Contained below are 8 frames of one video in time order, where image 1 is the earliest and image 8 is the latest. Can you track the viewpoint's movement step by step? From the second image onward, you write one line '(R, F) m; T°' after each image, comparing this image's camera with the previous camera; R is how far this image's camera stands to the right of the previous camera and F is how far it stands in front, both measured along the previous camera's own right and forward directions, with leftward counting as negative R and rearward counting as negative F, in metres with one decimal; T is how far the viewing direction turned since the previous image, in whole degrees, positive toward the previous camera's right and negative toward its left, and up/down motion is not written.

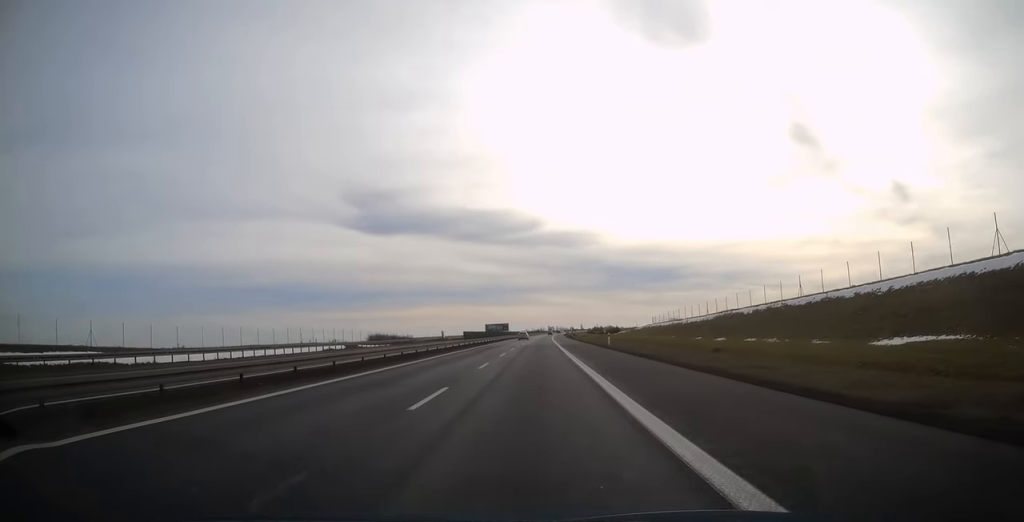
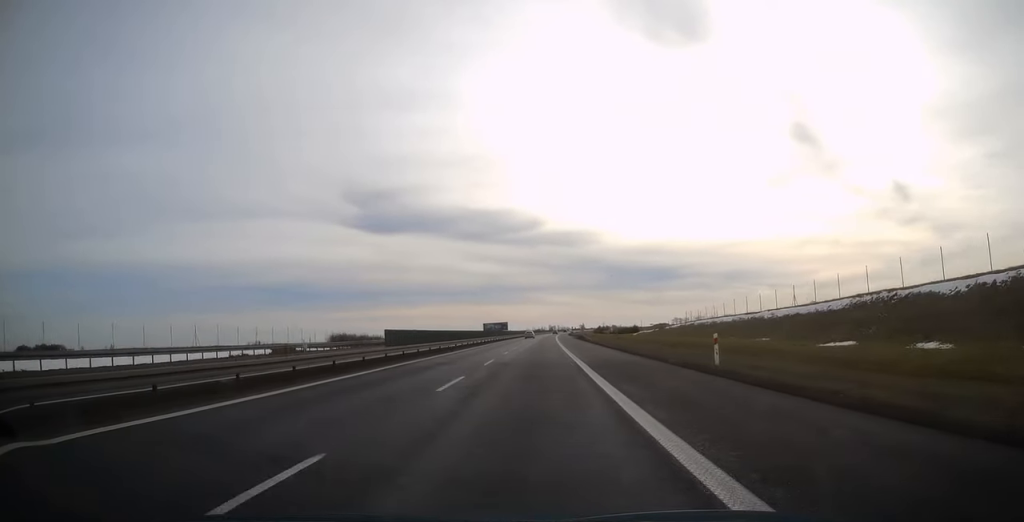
(+0.1, +32.1) m; 0°
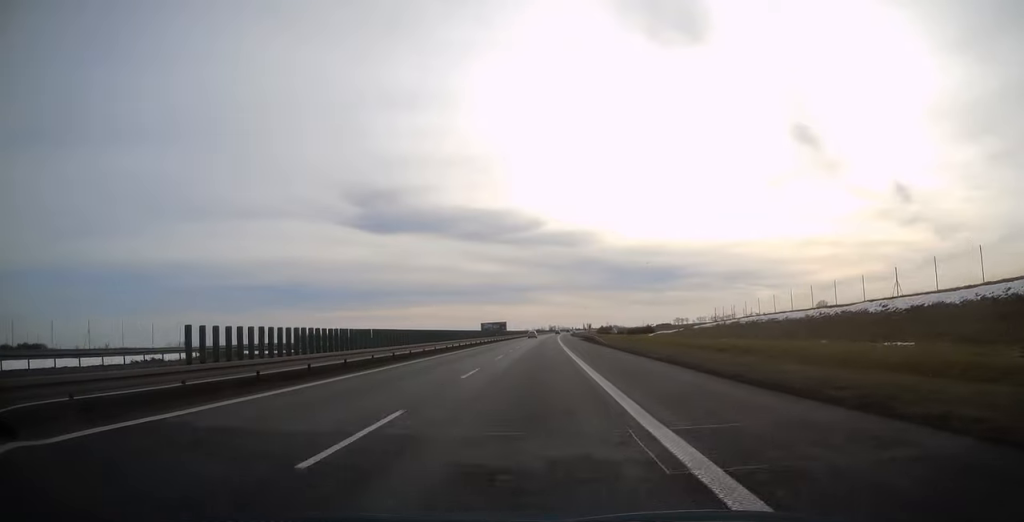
(0.0, +18.9) m; 0°
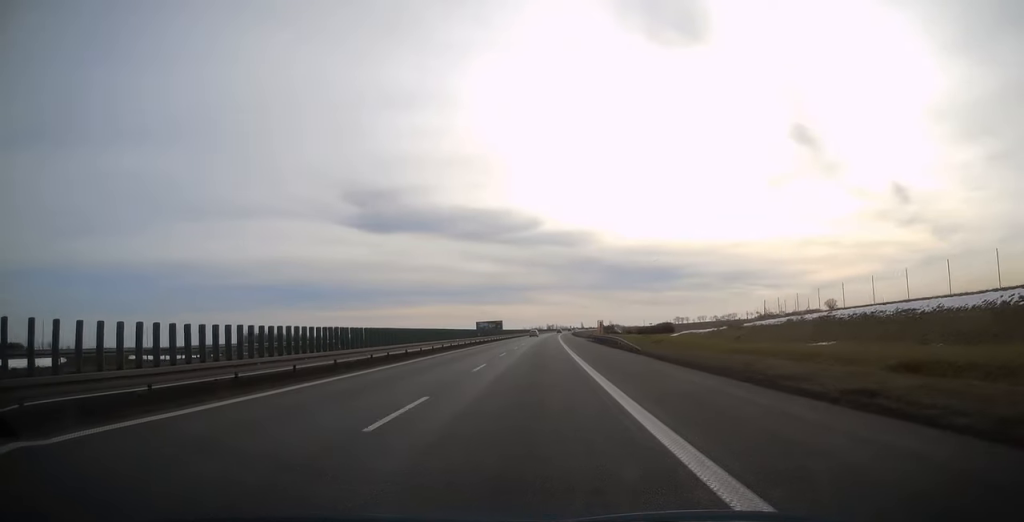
(0.0, +21.4) m; 0°
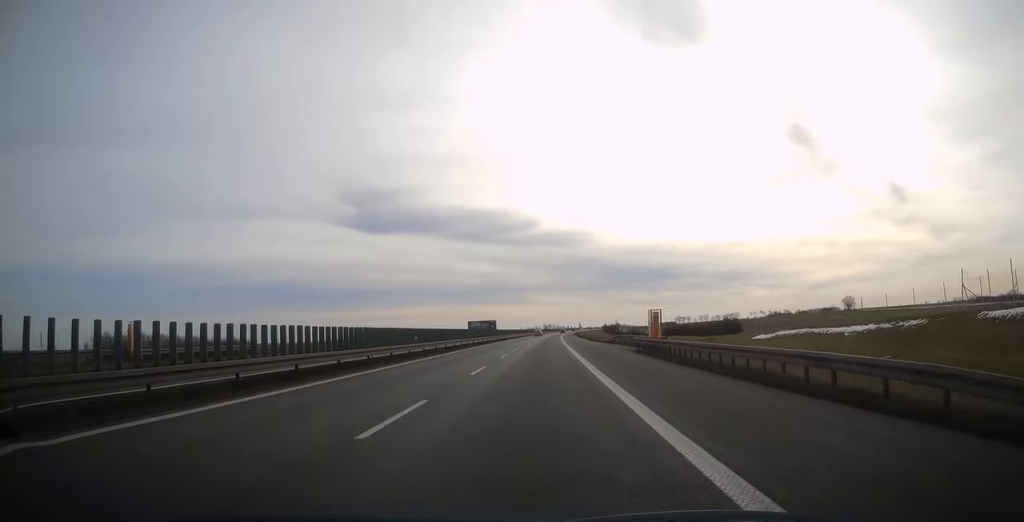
(+0.1, +36.2) m; 0°
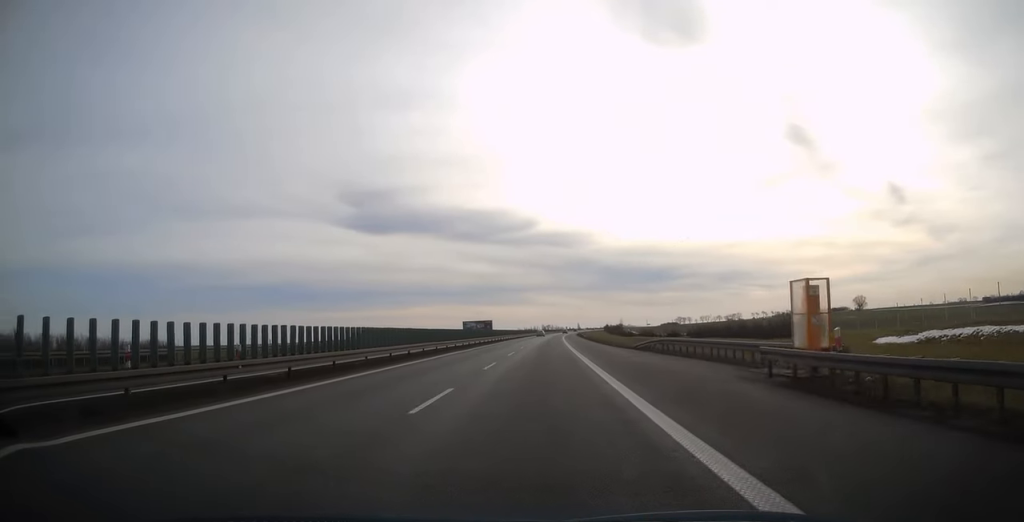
(0.0, +20.9) m; 0°
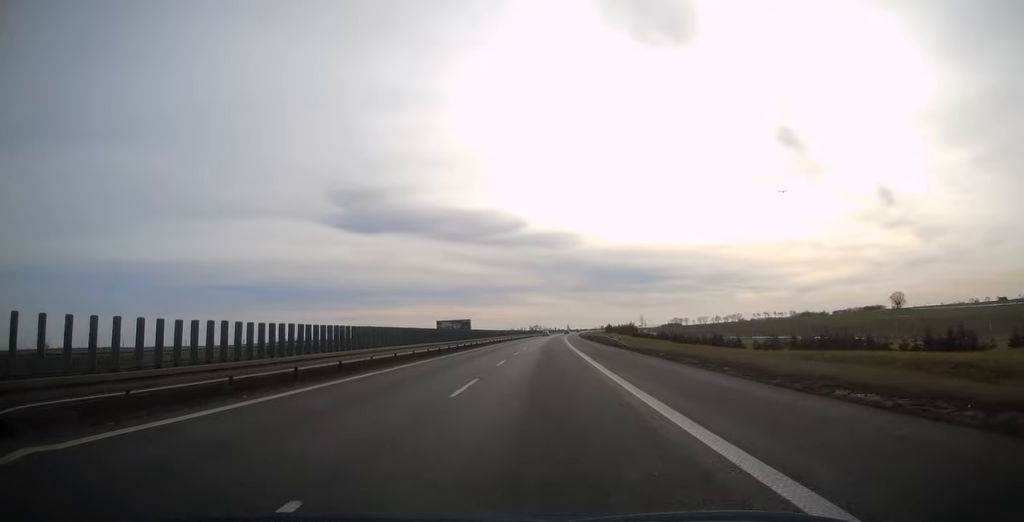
(+0.6, +68.3) m; +1°
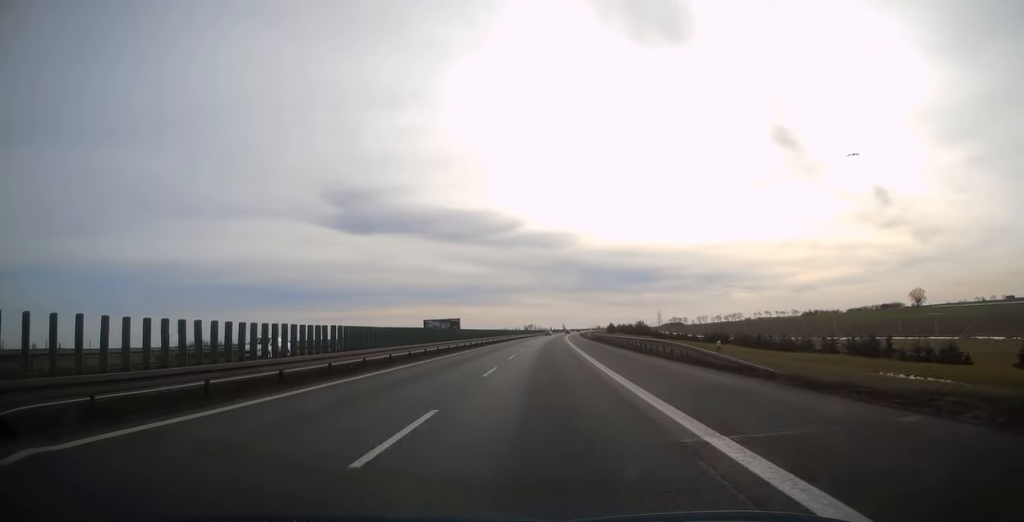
(+0.1, +29.0) m; +1°
